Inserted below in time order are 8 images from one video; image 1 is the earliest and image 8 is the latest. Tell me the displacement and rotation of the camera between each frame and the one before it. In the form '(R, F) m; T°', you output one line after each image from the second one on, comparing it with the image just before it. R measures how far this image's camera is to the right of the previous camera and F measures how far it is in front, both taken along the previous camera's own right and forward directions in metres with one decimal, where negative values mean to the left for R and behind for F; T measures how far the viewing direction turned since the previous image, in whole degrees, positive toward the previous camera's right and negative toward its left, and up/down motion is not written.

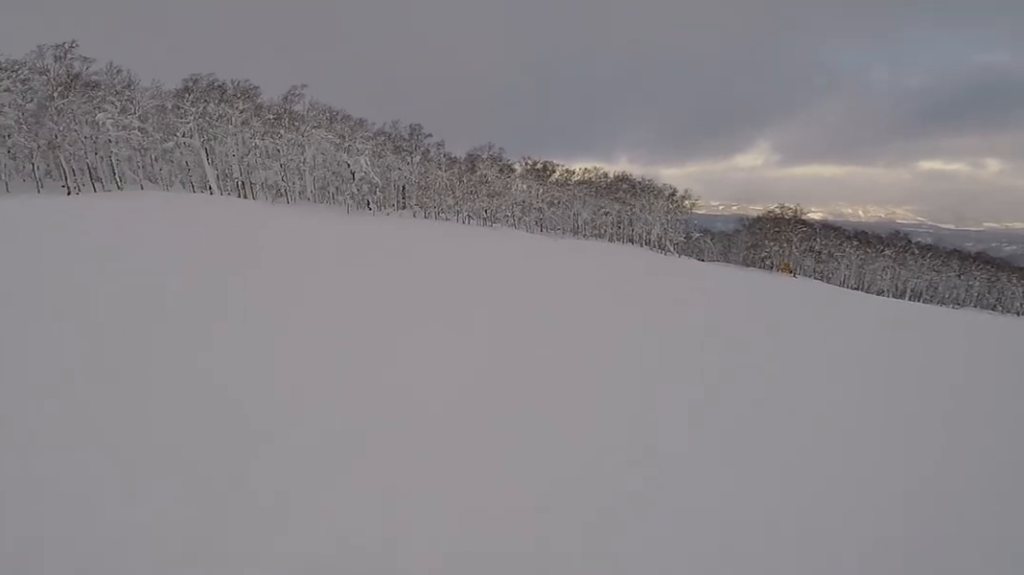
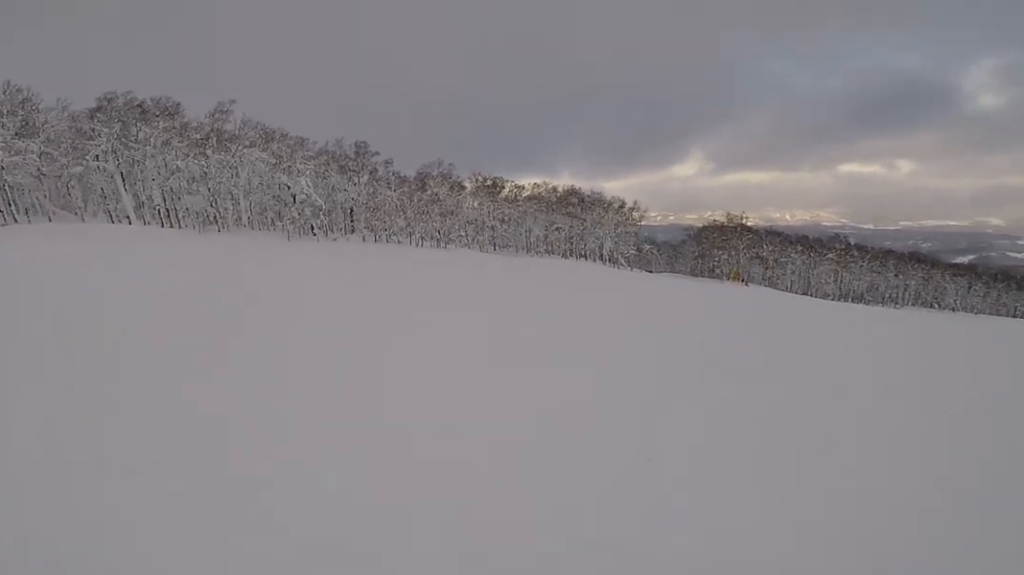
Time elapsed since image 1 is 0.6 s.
(+0.3, +4.4) m; +5°
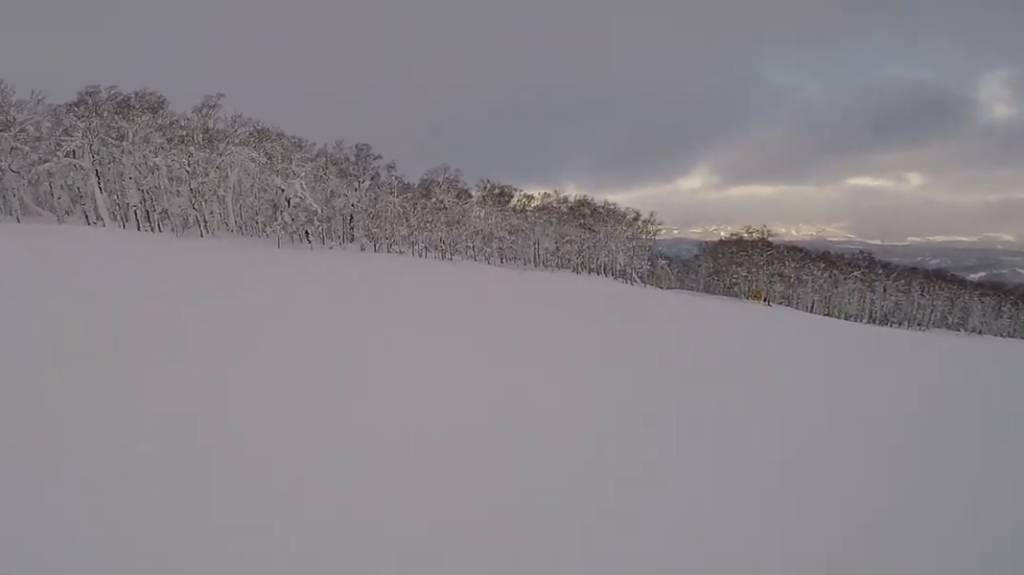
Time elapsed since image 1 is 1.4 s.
(0.0, +5.4) m; 0°
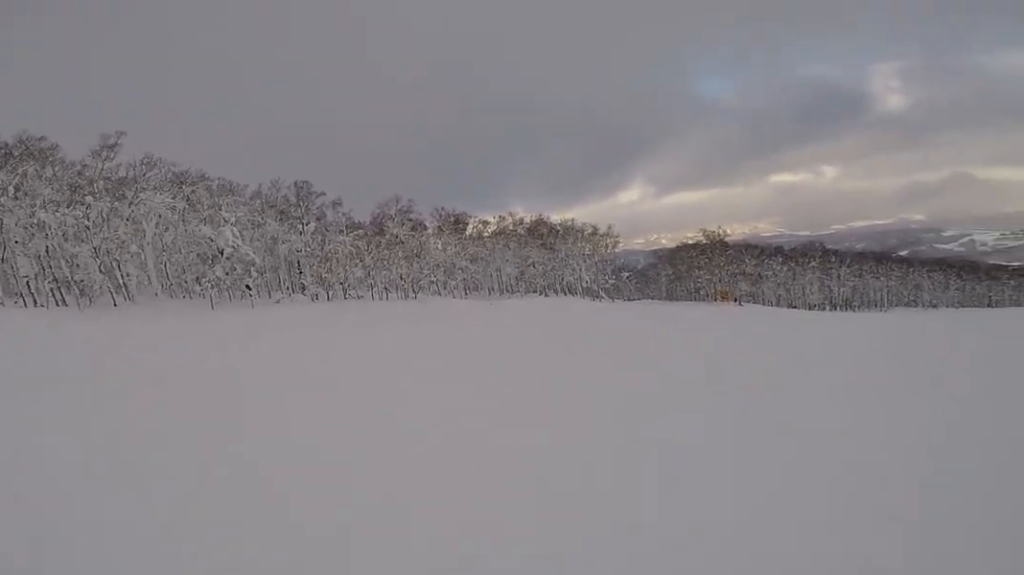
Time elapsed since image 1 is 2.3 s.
(0.0, +6.4) m; +6°
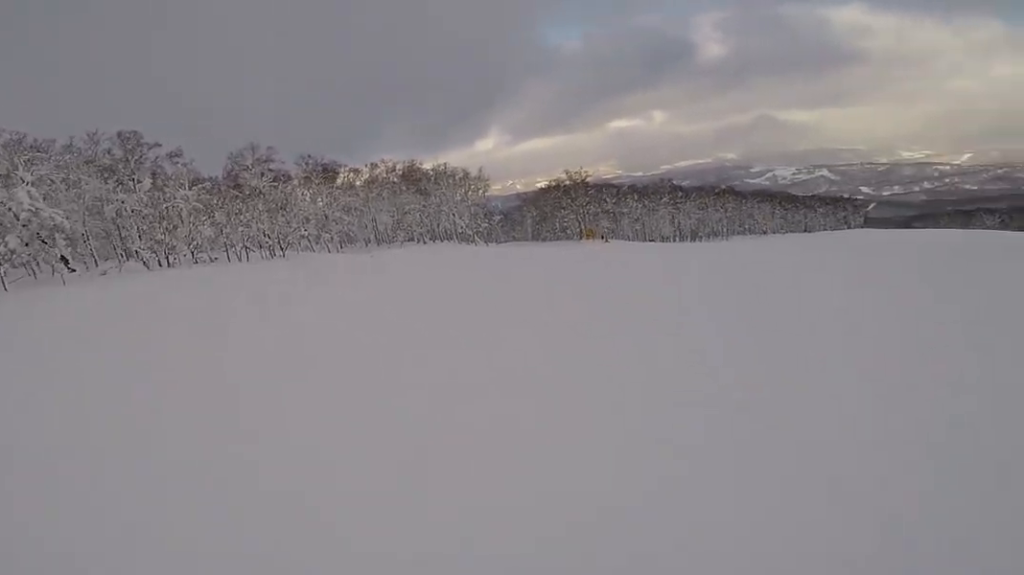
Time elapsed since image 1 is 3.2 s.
(+0.6, +6.2) m; +19°
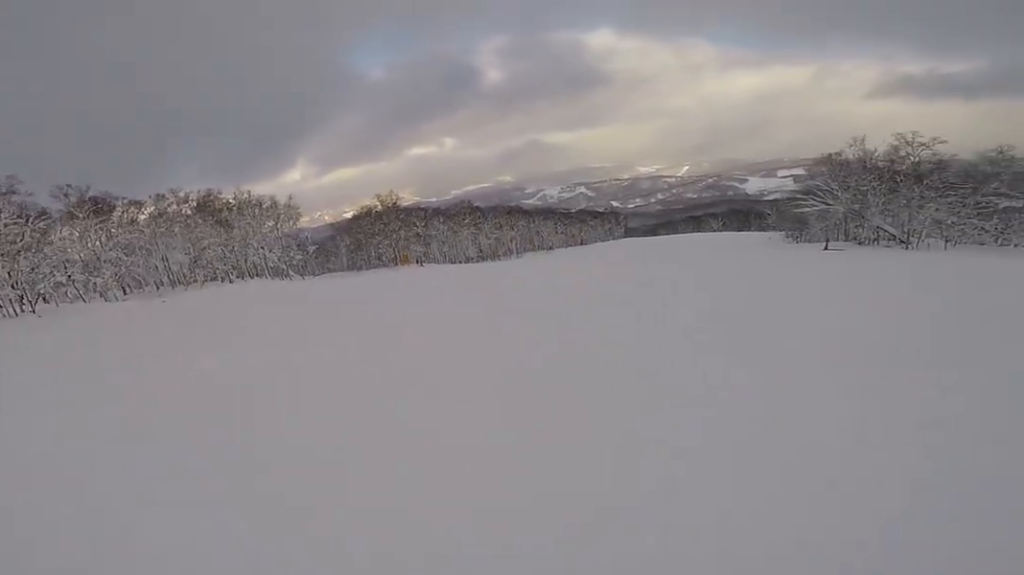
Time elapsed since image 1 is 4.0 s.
(+1.0, +5.3) m; +23°
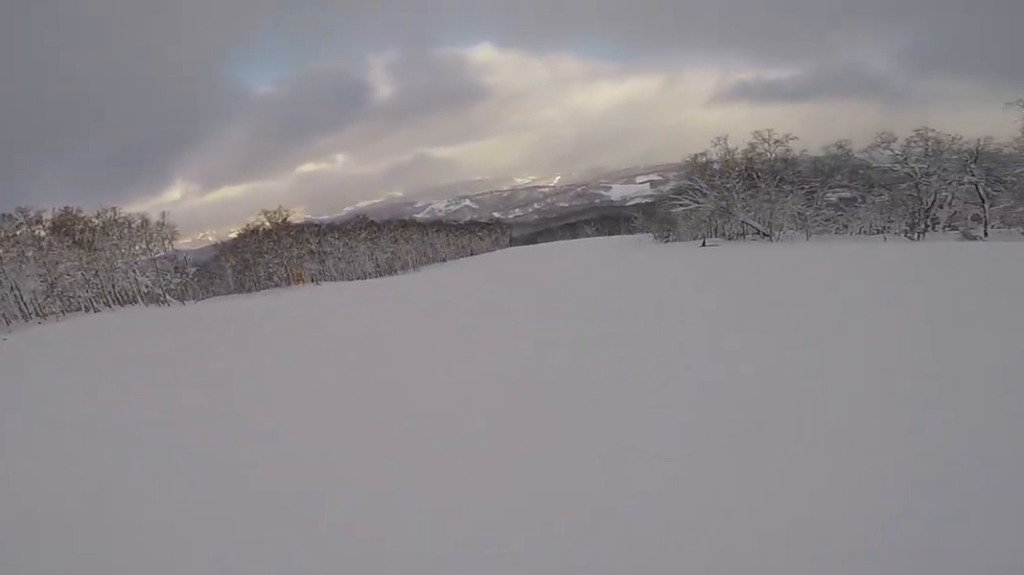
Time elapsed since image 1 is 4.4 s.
(+0.6, +3.1) m; +12°
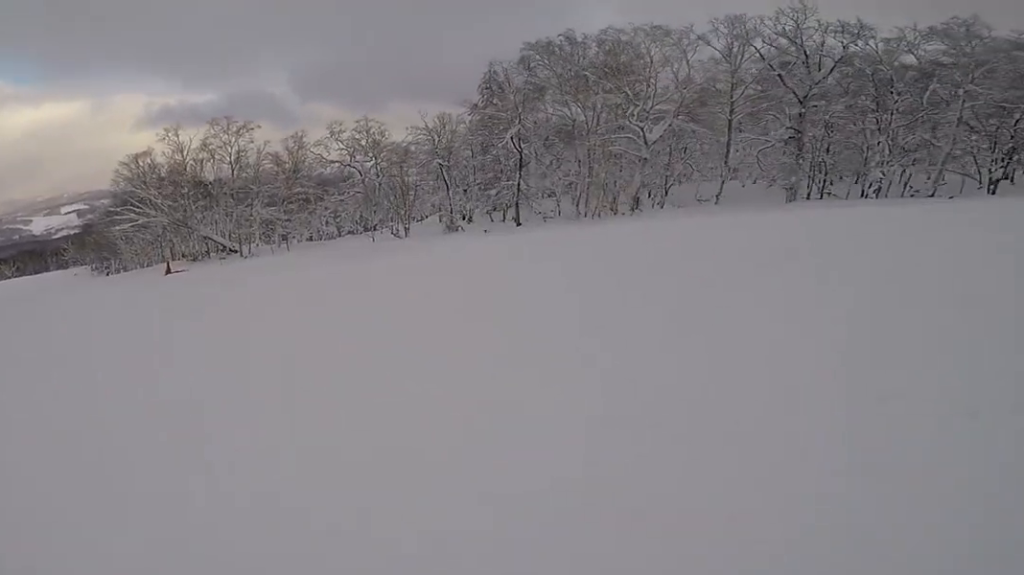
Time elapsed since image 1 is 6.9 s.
(+7.1, +17.0) m; +39°
